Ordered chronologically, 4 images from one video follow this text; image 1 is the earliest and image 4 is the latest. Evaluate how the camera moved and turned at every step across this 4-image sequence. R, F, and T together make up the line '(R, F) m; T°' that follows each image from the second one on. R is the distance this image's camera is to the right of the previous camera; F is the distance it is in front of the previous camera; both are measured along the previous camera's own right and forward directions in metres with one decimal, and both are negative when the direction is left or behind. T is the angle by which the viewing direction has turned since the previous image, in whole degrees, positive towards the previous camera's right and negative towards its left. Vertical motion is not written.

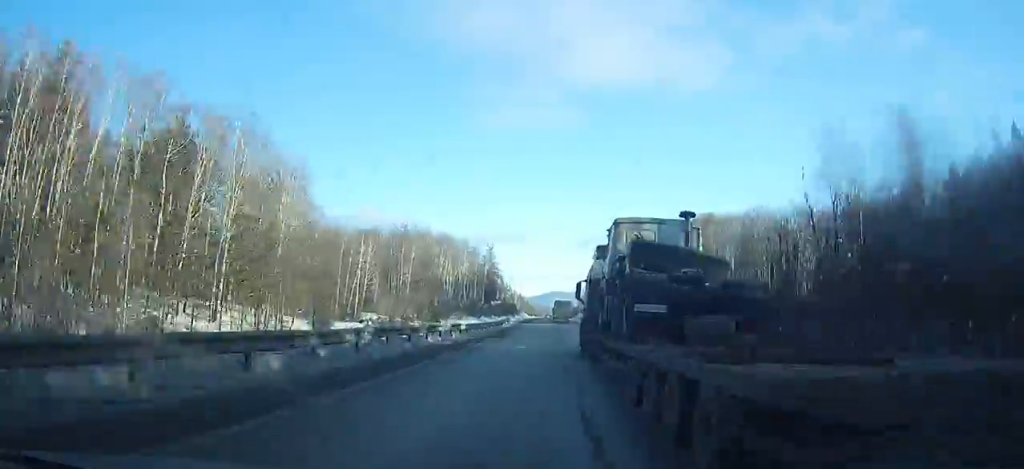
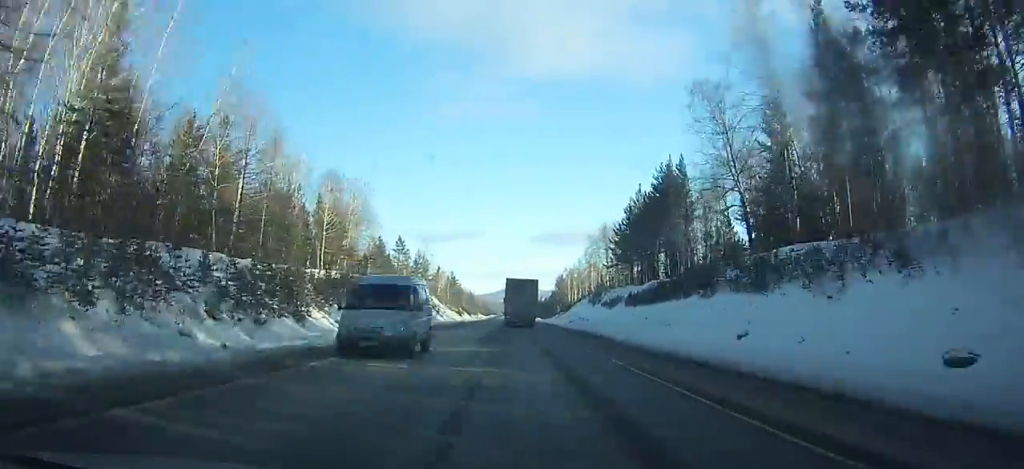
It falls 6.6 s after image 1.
(+4.1, +157.9) m; +2°
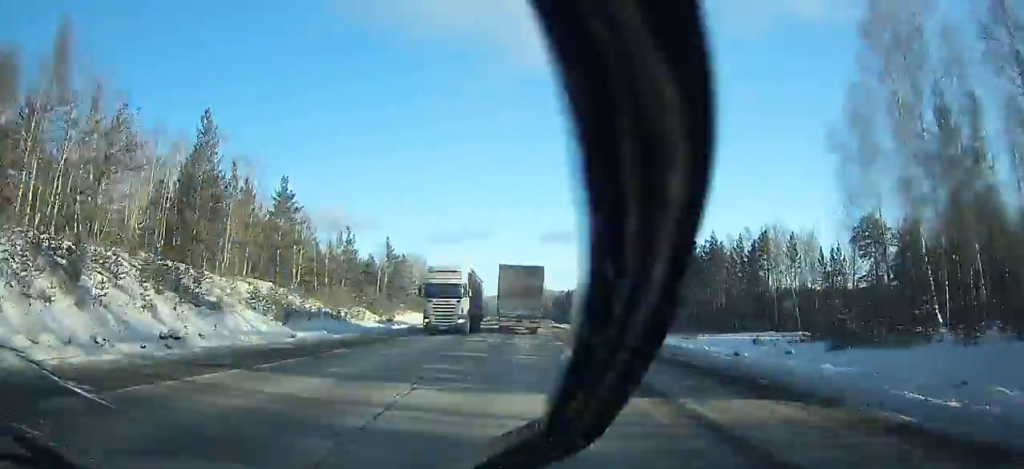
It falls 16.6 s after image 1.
(-1.3, +205.9) m; -1°
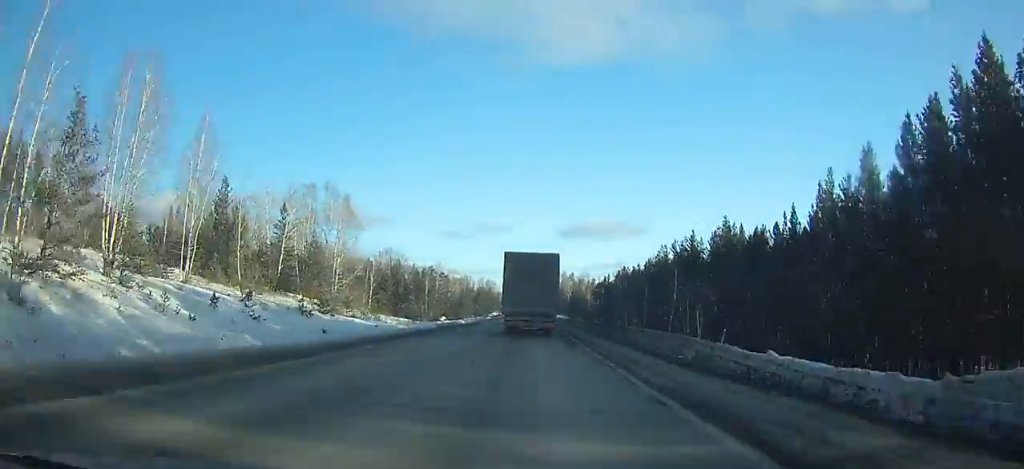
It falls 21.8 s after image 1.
(-1.5, +99.9) m; -1°
